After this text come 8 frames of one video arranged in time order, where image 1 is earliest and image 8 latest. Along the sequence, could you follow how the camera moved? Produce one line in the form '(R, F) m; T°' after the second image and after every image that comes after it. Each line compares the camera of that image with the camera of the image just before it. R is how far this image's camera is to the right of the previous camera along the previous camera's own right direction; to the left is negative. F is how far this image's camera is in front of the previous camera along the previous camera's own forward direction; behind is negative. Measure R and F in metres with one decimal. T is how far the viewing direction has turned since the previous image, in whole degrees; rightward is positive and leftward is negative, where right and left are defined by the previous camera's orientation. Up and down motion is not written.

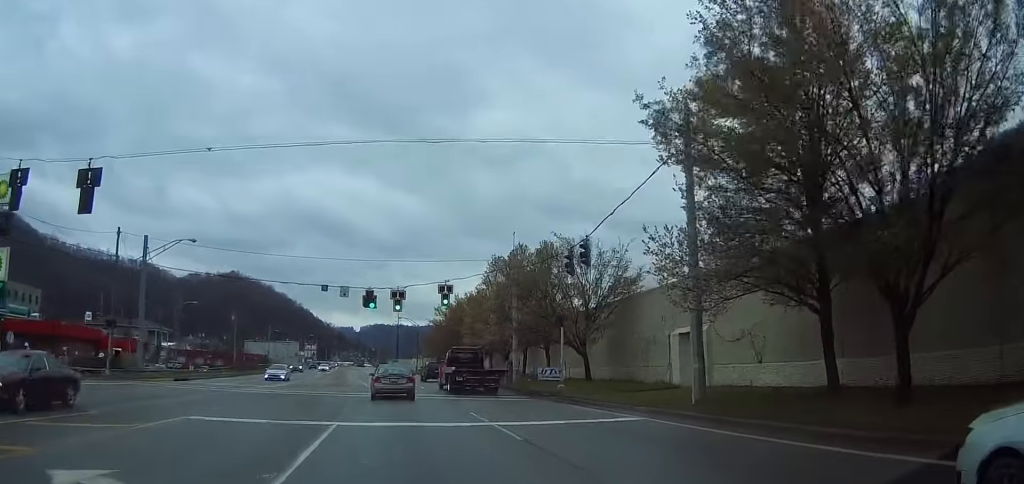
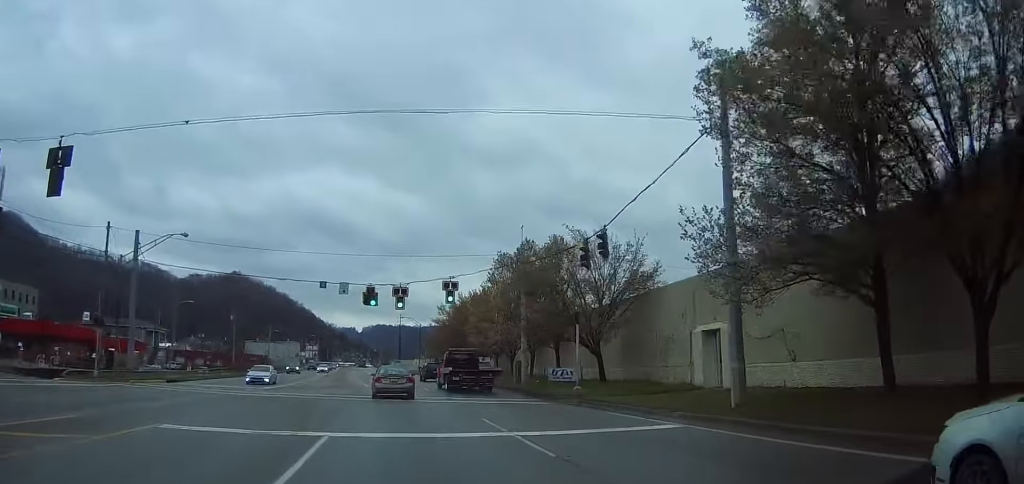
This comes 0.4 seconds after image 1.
(+0.1, +2.1) m; 0°
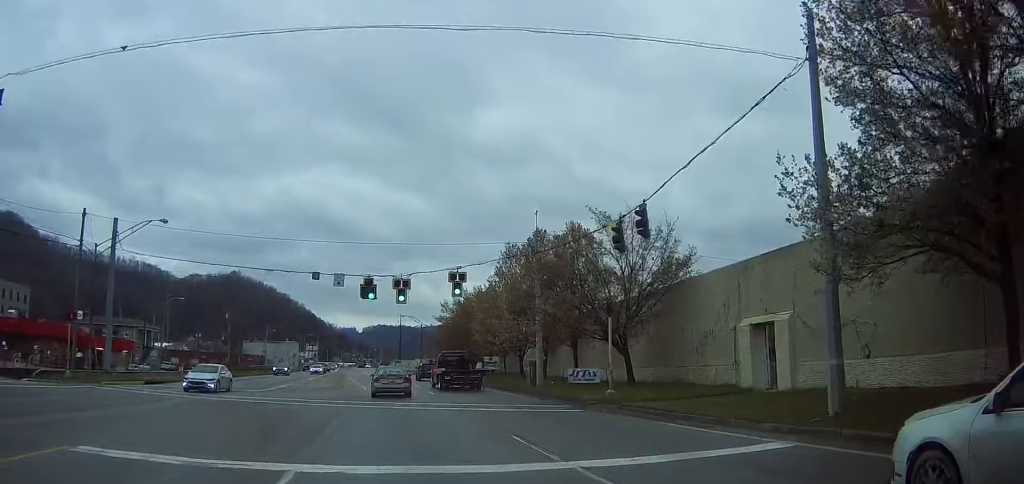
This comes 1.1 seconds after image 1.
(+0.3, +3.7) m; -1°
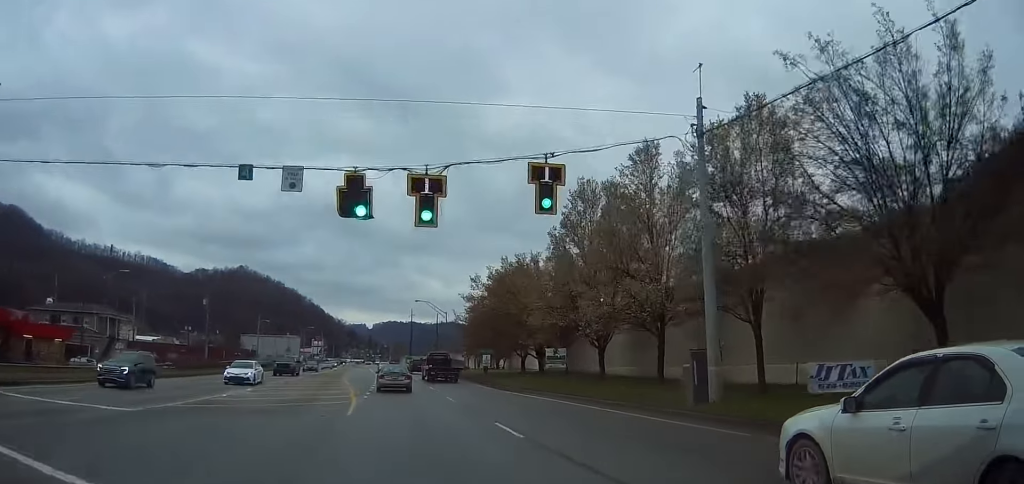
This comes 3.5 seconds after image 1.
(-0.1, +19.5) m; 0°
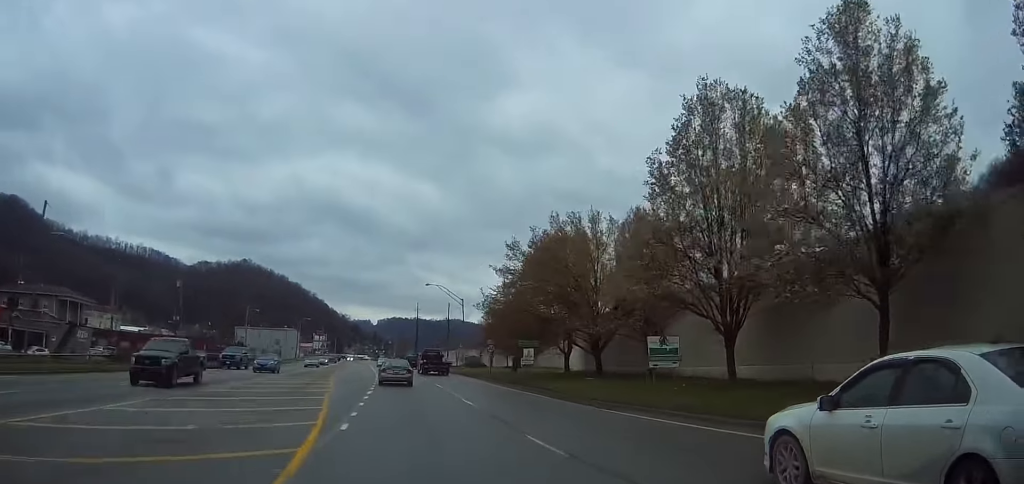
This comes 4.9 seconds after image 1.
(-0.6, +14.3) m; -4°
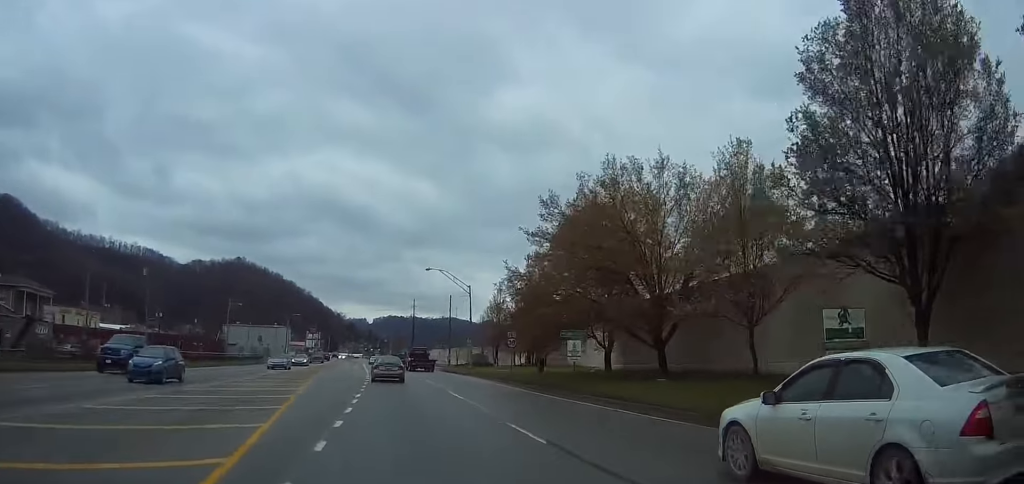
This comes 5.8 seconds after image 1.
(-0.1, +10.7) m; +1°
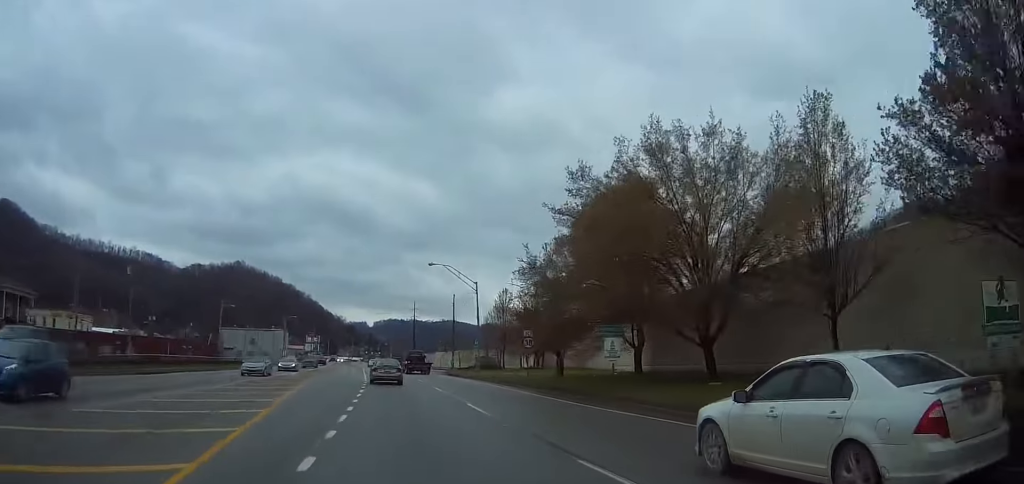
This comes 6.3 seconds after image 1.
(0.0, +4.9) m; 0°
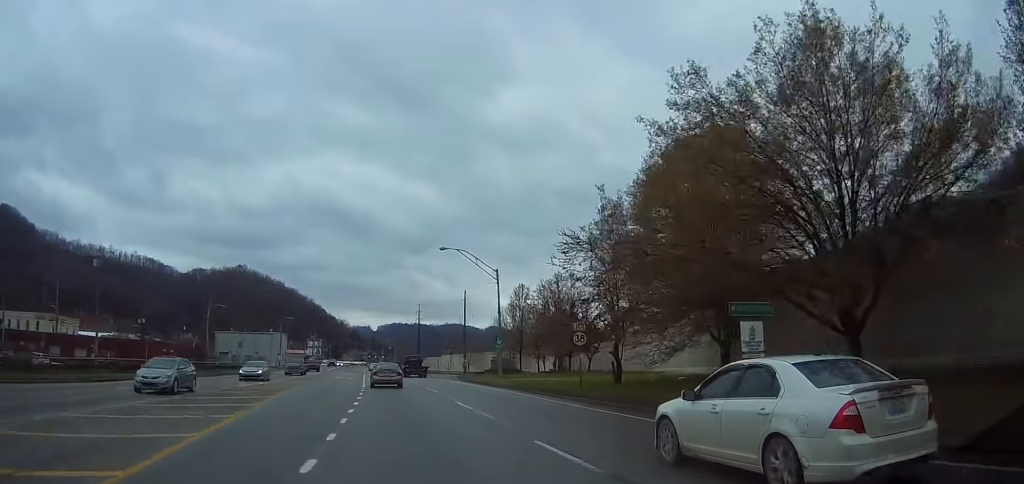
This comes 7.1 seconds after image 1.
(+0.3, +9.3) m; 0°
